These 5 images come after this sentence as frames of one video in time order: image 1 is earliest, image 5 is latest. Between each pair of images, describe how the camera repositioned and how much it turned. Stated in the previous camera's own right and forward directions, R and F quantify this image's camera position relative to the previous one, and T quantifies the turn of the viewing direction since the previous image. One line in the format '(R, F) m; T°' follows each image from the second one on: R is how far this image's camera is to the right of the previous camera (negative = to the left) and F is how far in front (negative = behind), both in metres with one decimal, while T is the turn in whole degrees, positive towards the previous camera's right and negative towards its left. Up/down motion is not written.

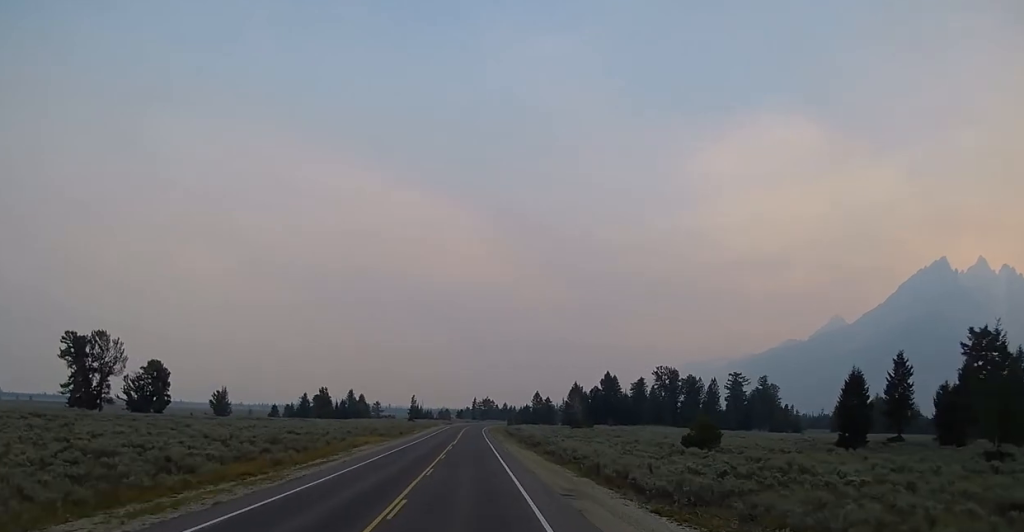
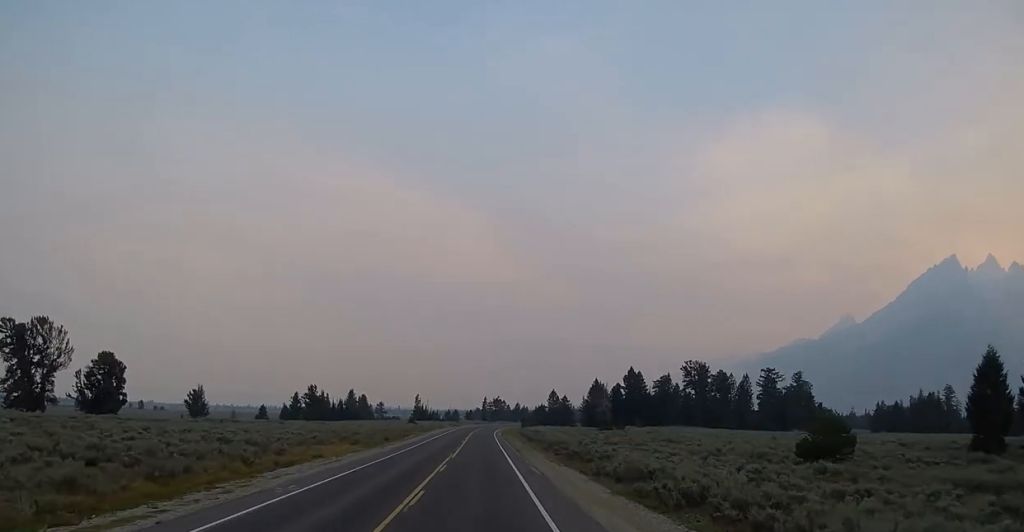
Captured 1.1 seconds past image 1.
(-0.3, +22.7) m; -1°
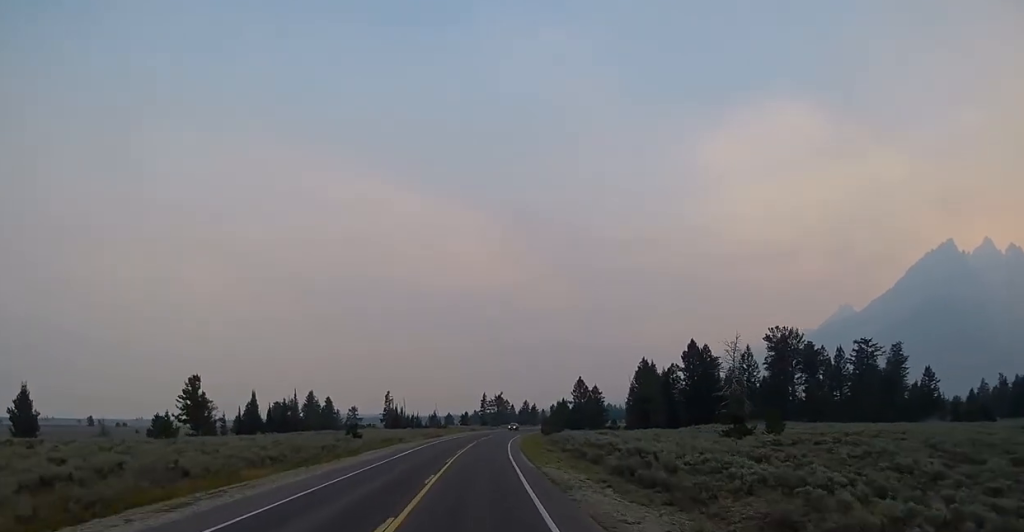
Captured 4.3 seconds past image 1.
(-0.7, +64.4) m; 0°
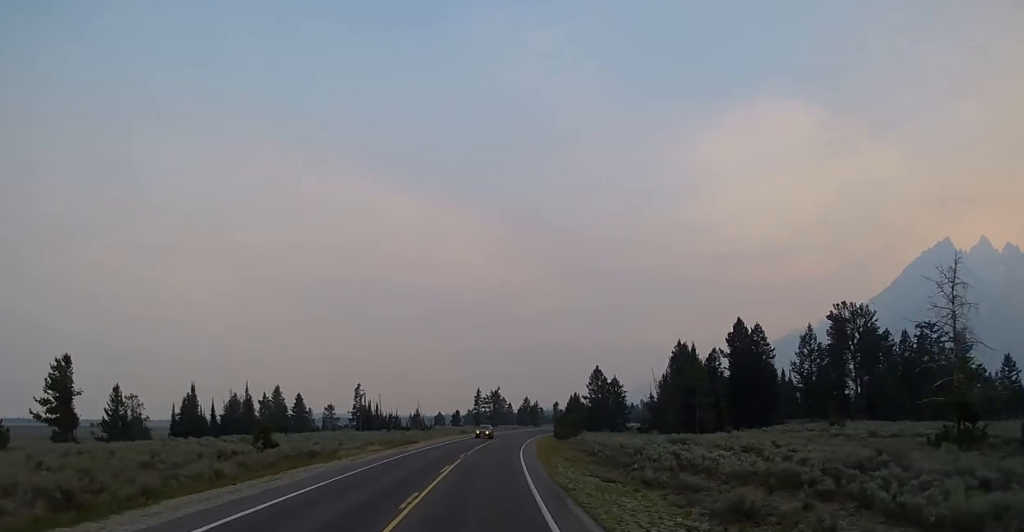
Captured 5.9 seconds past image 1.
(+0.1, +32.1) m; 0°
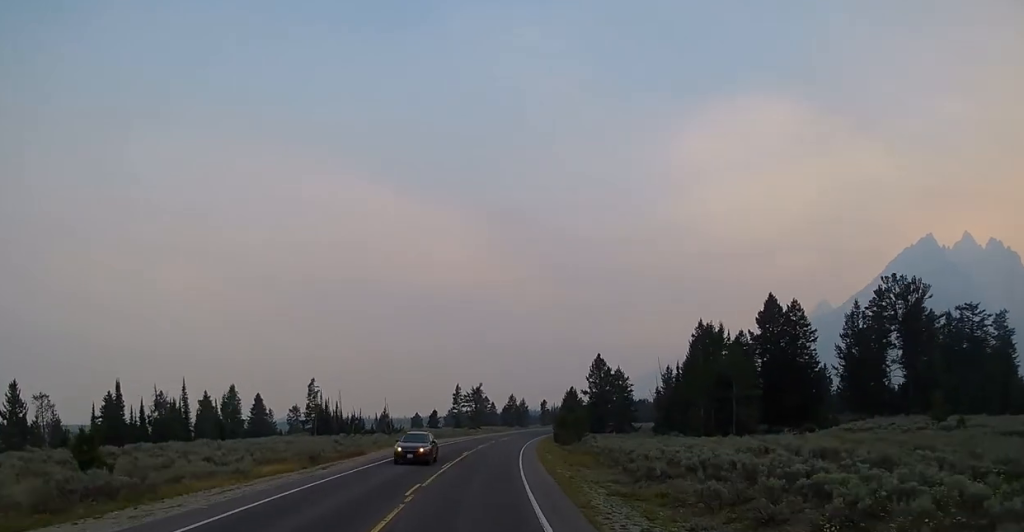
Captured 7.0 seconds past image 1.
(0.0, +21.3) m; 0°
